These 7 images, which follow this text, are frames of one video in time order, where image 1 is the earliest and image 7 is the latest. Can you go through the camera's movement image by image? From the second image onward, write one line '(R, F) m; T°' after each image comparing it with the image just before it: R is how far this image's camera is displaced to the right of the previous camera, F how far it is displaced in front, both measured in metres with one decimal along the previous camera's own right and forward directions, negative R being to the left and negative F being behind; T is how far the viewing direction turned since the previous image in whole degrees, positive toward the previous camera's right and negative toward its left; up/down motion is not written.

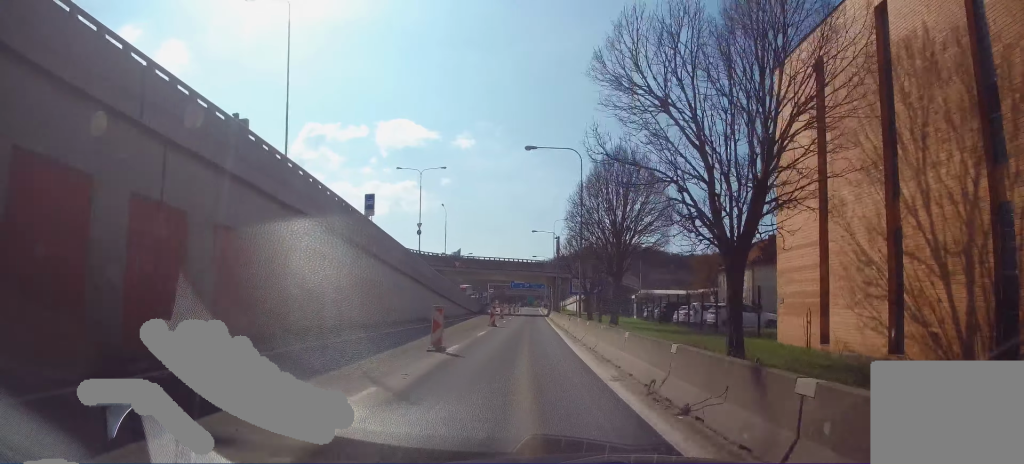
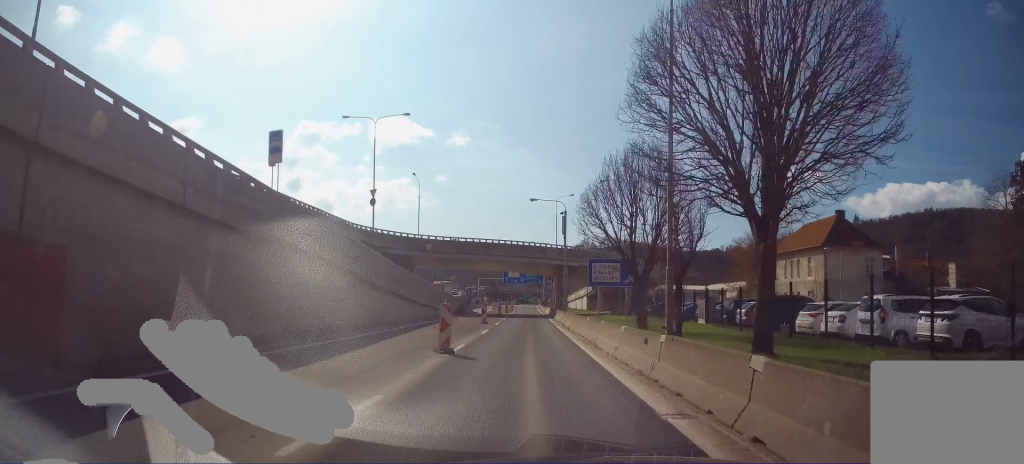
(0.0, +18.8) m; +1°
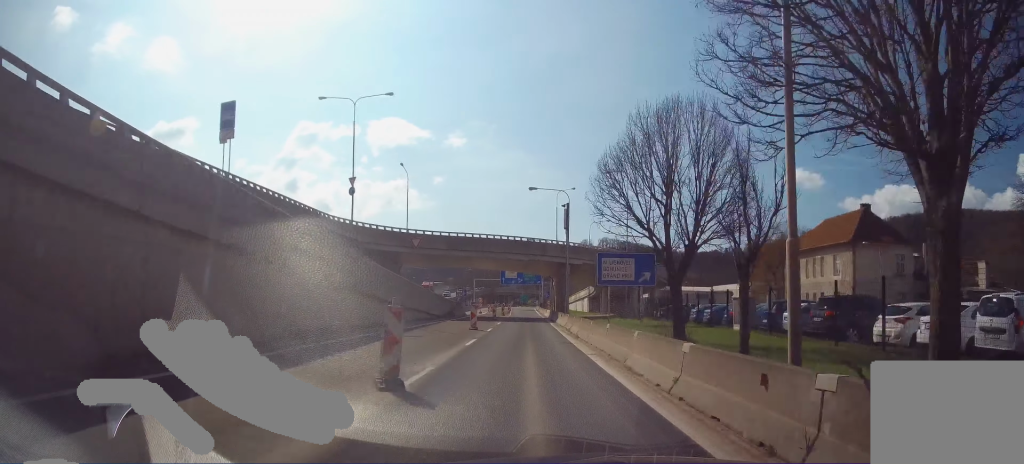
(+0.1, +5.6) m; +1°
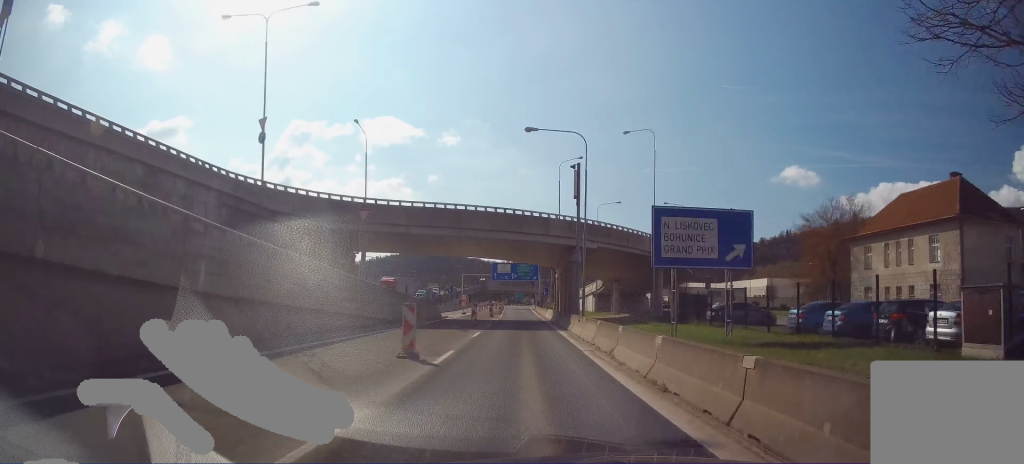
(-0.1, +13.7) m; 0°
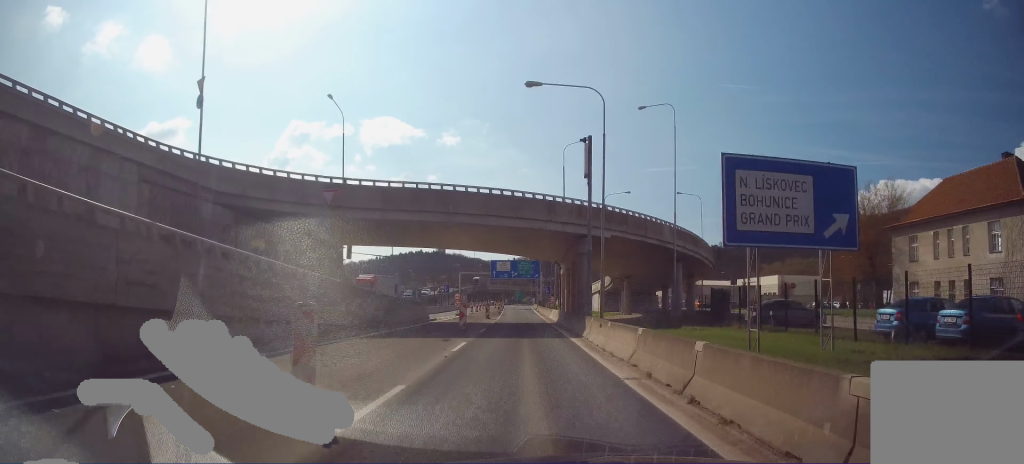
(0.0, +6.0) m; 0°
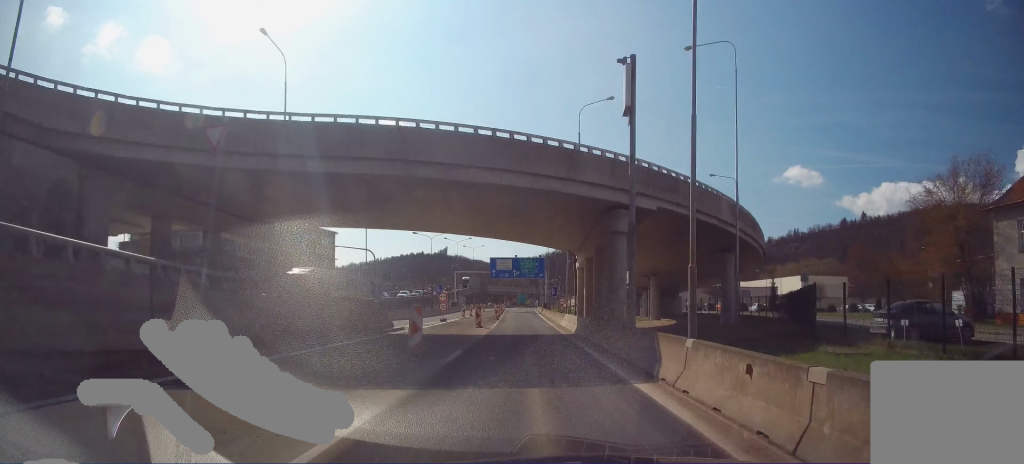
(+0.1, +10.4) m; -1°
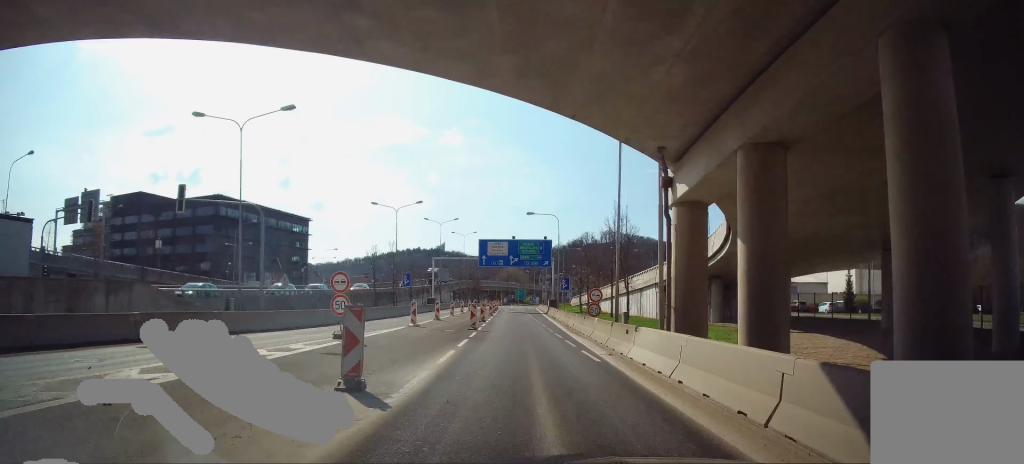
(-0.3, +19.5) m; 0°
